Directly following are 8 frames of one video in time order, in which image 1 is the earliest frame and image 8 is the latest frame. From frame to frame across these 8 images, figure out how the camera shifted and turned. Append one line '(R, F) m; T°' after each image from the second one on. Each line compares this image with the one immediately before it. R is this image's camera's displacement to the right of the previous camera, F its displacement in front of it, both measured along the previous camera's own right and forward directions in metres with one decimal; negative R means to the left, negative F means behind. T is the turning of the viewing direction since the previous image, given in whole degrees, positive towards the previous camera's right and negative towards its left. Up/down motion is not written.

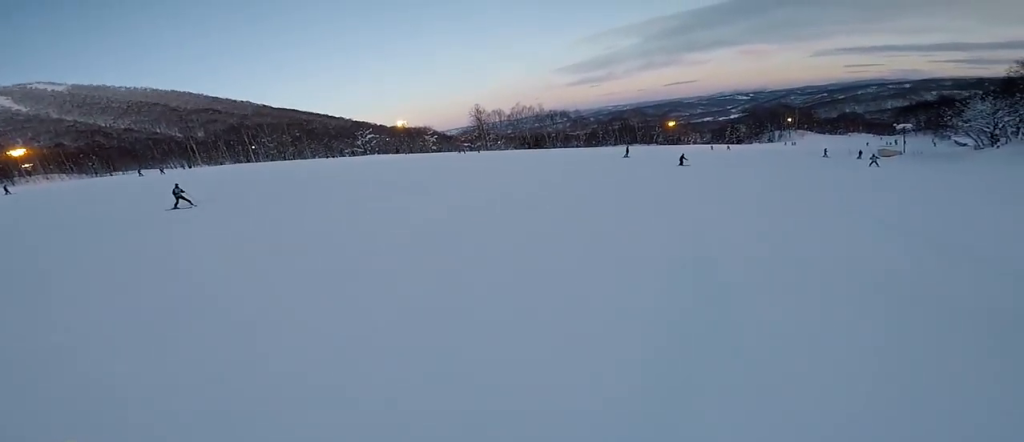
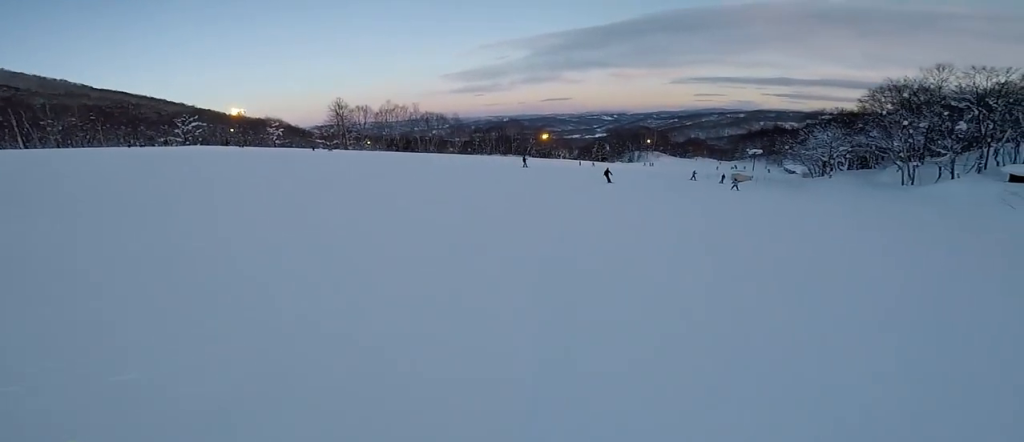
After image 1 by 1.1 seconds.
(0.0, +9.2) m; 0°
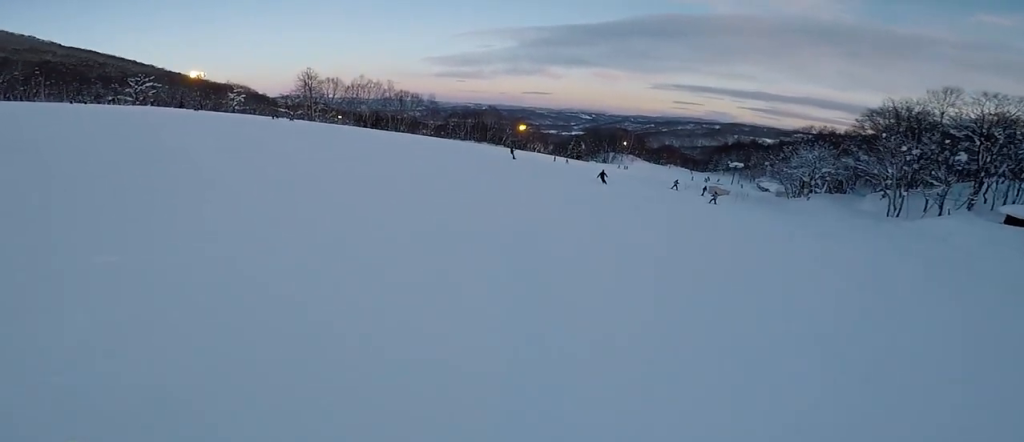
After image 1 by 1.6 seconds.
(0.0, +4.5) m; 0°
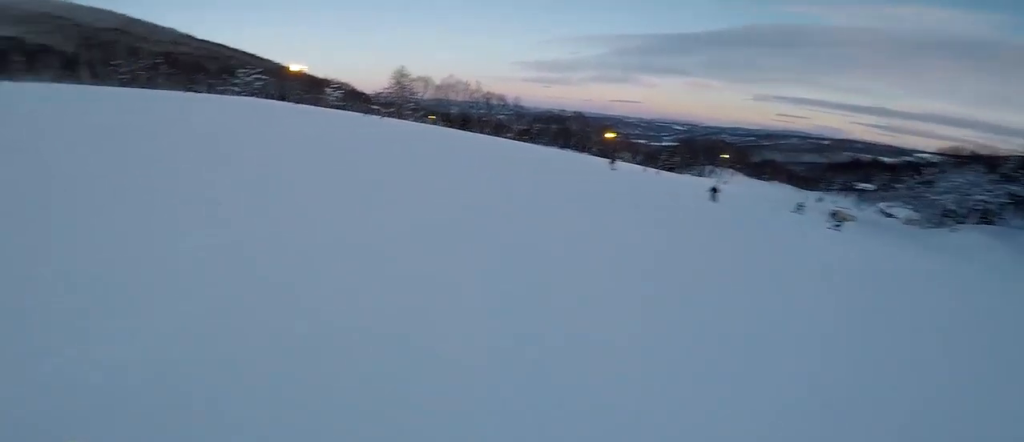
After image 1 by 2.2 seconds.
(0.0, +5.2) m; 0°
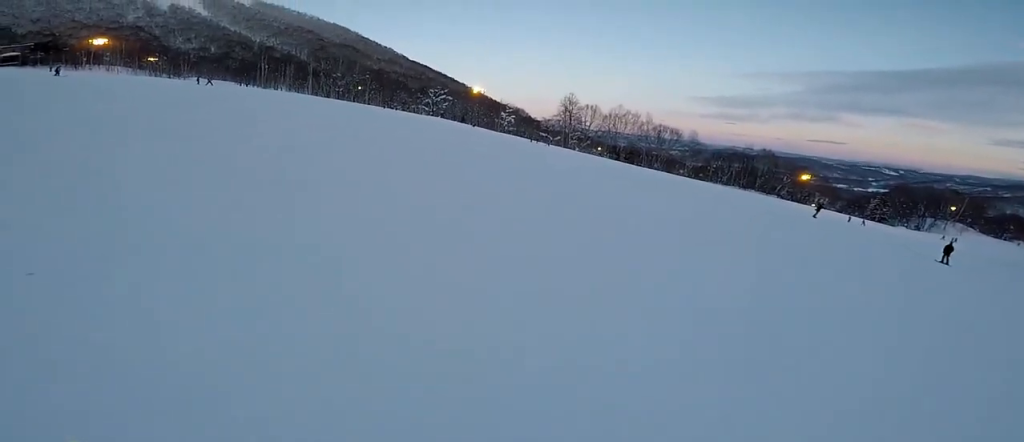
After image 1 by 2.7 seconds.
(0.0, +4.4) m; +3°
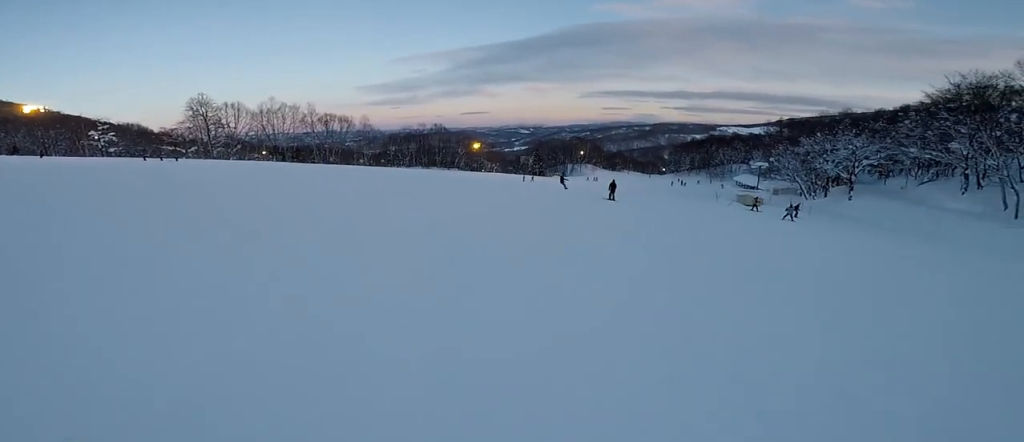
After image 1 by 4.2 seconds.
(+1.8, +12.3) m; +19°
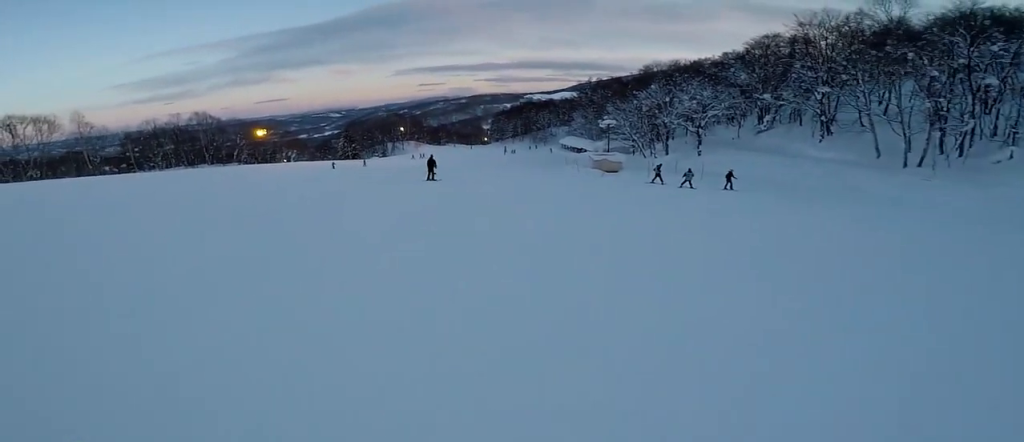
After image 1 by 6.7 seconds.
(+5.4, +17.9) m; +23°
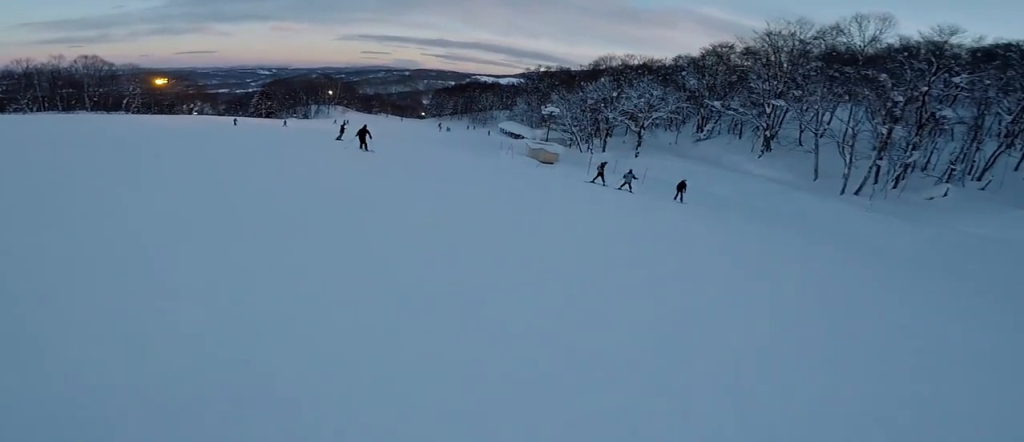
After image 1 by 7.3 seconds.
(-0.2, +5.3) m; -9°
